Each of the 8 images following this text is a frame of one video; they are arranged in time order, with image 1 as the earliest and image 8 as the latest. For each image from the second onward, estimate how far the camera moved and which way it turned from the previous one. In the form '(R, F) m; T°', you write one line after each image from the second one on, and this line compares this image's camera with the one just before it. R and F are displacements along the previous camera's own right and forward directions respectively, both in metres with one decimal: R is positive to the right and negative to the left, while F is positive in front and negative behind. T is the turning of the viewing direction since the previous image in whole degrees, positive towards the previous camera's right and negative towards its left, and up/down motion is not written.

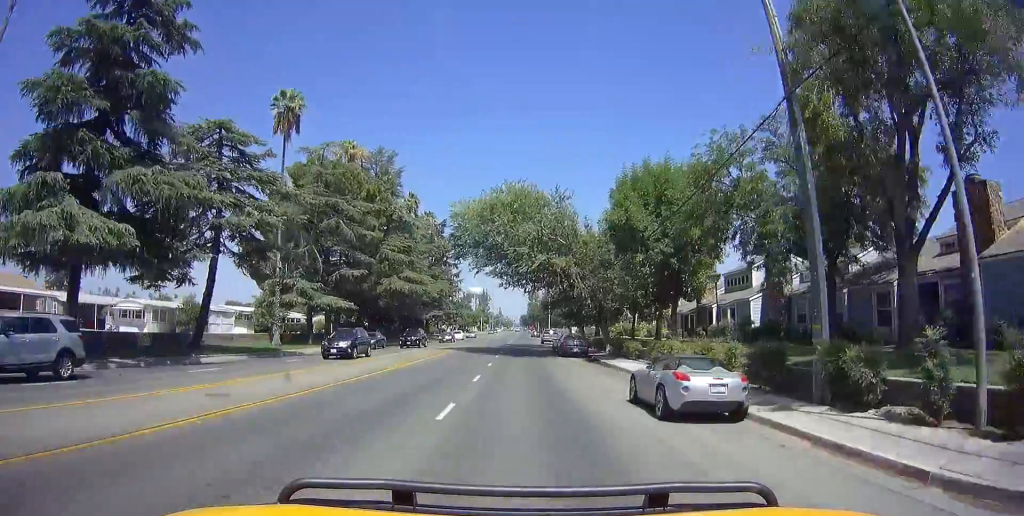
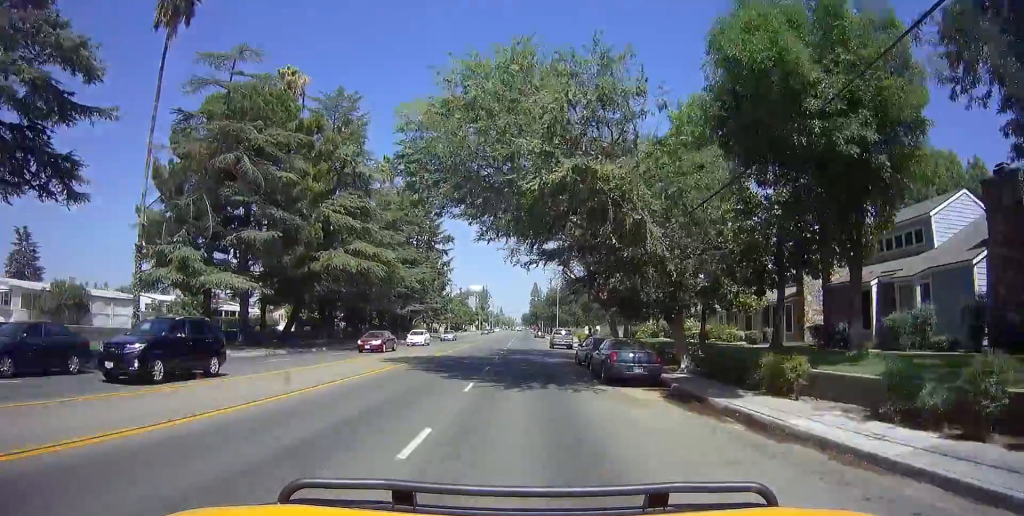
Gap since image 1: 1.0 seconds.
(-0.5, +18.1) m; -2°
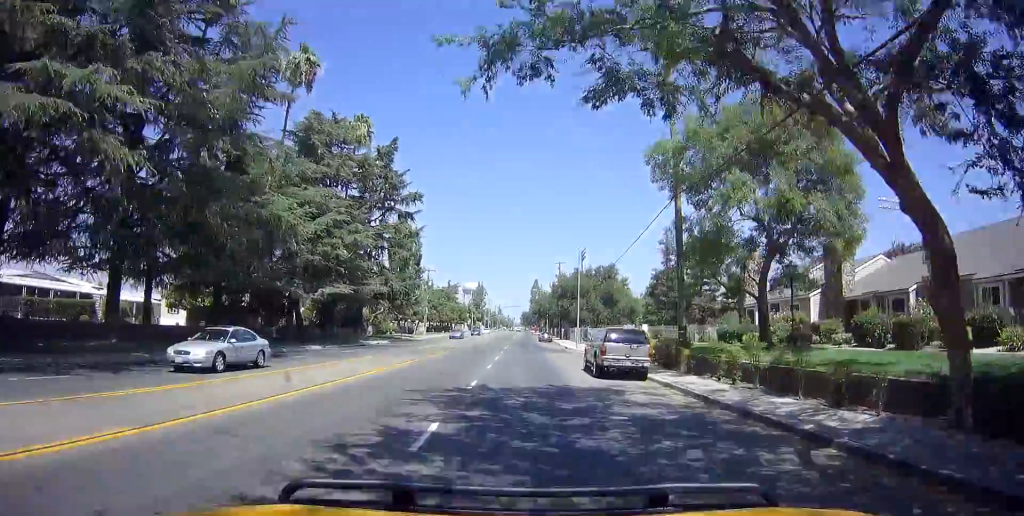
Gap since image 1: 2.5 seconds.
(0.0, +30.3) m; 0°
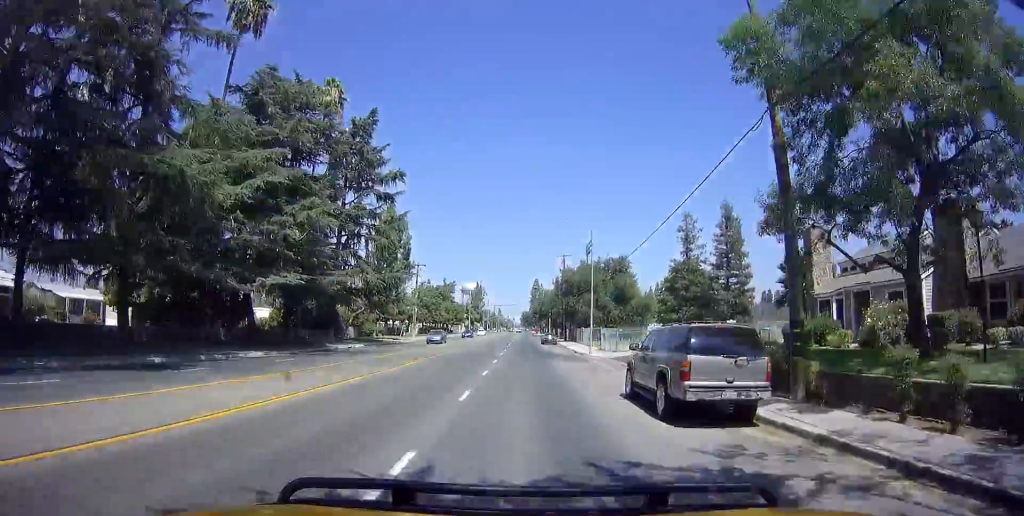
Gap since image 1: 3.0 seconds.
(0.0, +9.9) m; 0°
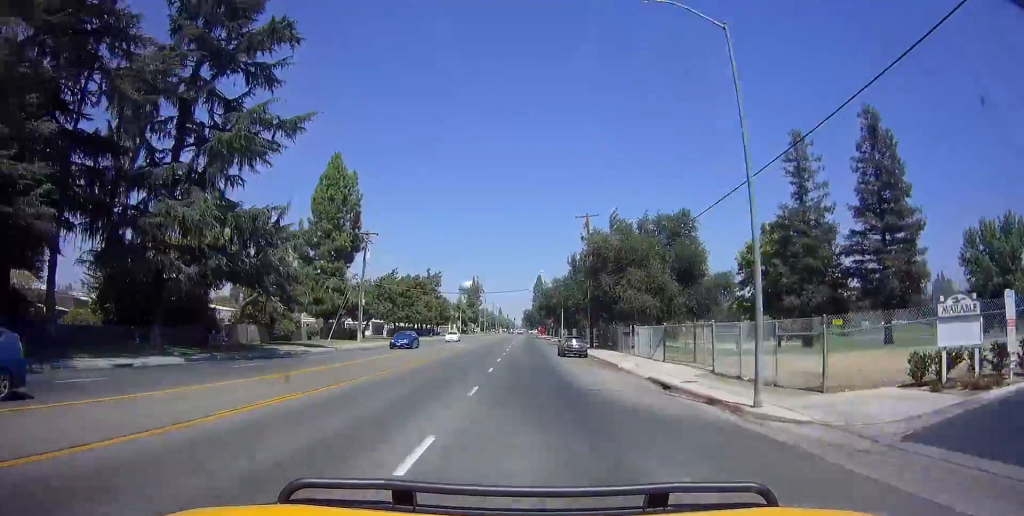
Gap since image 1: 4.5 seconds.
(0.0, +29.4) m; -2°
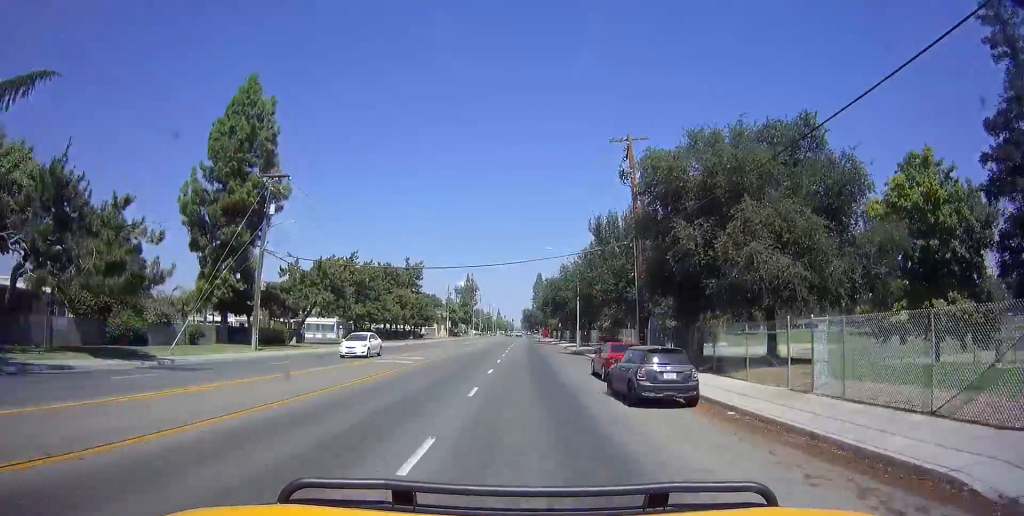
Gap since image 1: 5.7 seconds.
(-0.7, +22.3) m; 0°
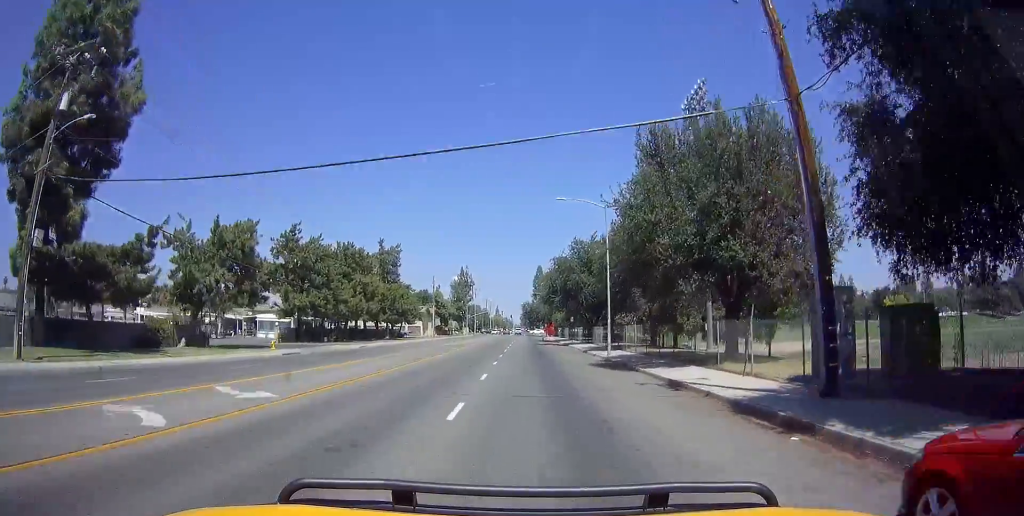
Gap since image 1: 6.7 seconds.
(+0.8, +19.0) m; +4°
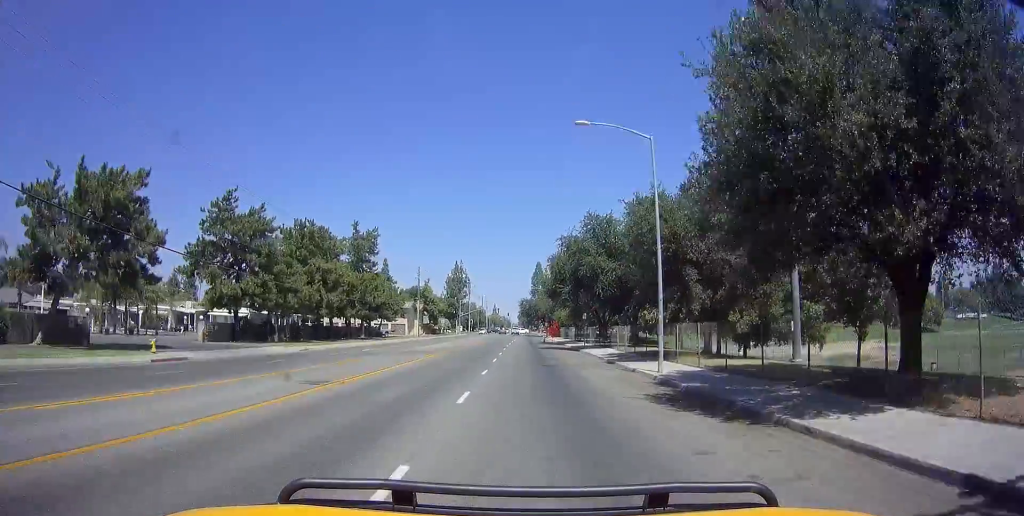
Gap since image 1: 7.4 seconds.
(+0.5, +12.9) m; 0°
